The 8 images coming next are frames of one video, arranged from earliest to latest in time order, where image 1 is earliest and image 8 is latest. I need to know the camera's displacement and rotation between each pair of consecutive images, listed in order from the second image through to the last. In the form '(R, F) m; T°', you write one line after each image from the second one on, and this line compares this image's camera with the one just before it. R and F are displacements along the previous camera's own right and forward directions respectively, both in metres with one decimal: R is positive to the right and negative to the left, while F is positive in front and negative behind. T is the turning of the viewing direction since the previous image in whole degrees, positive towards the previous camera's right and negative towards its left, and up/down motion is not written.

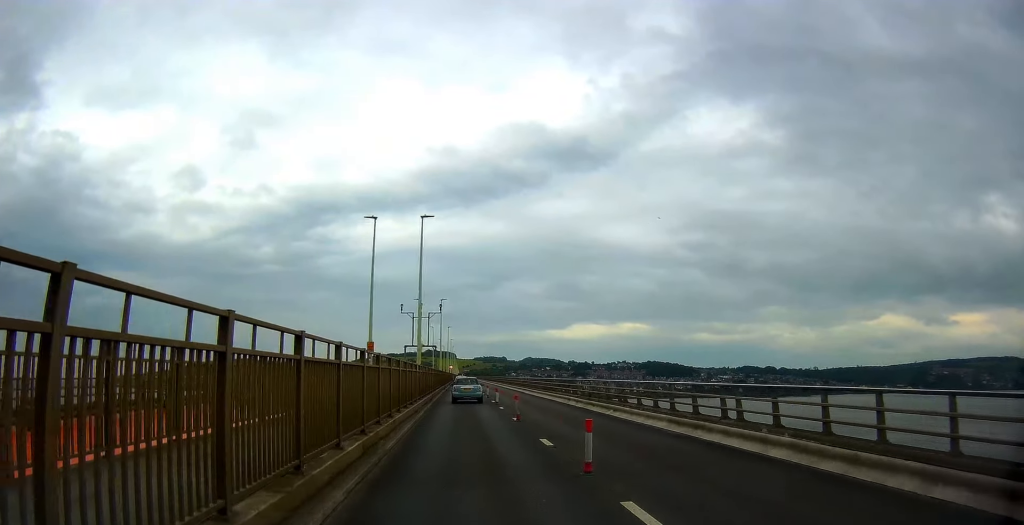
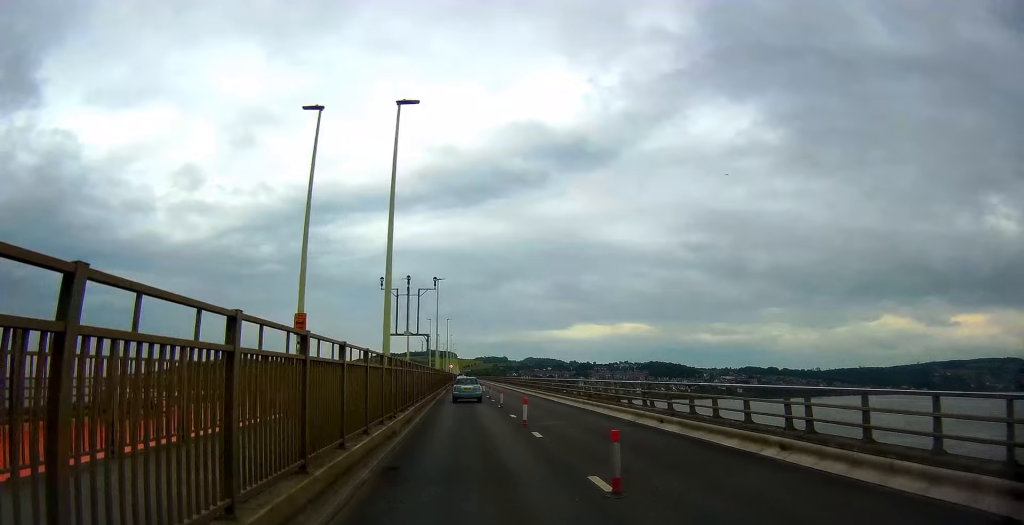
(+0.2, +12.1) m; 0°
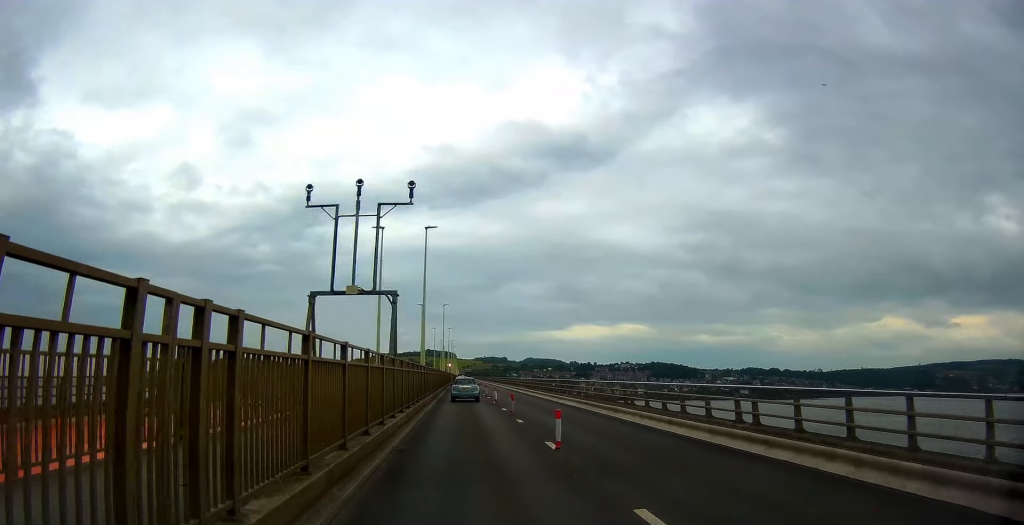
(-0.2, +15.4) m; 0°
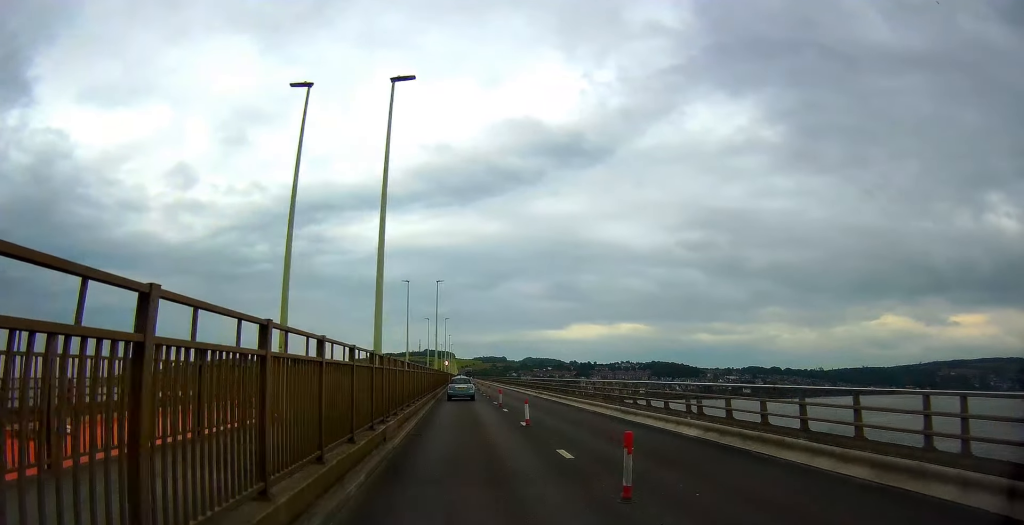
(0.0, +15.0) m; -1°
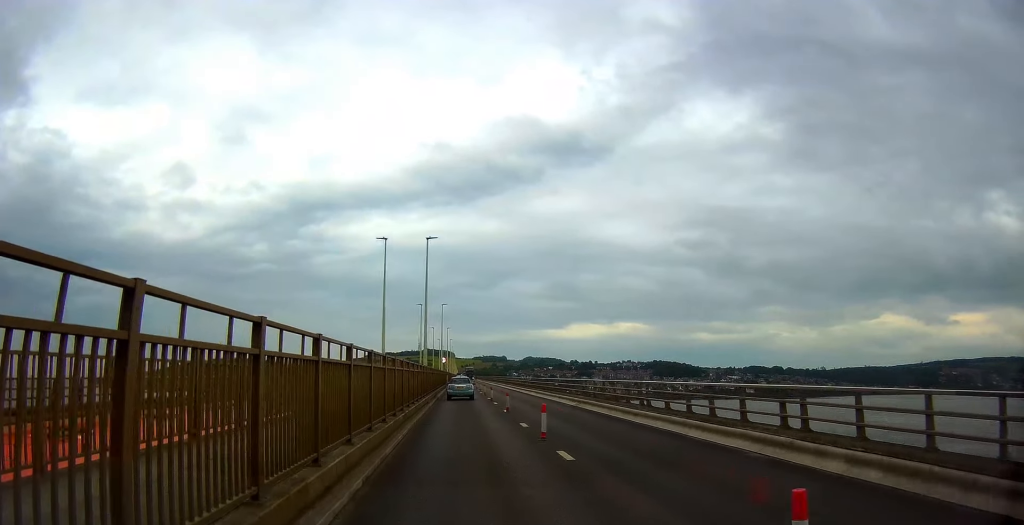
(-0.1, +13.4) m; 0°
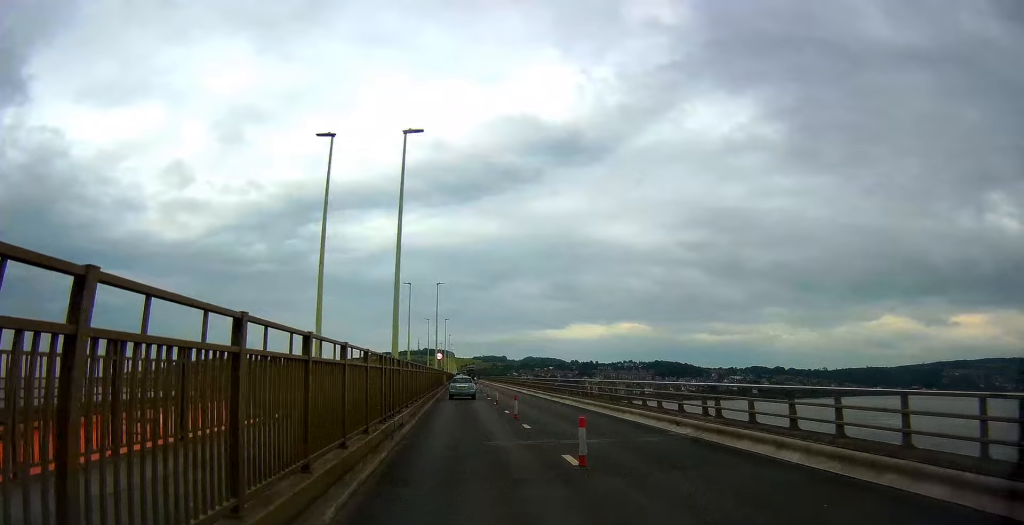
(+0.1, +13.4) m; -1°
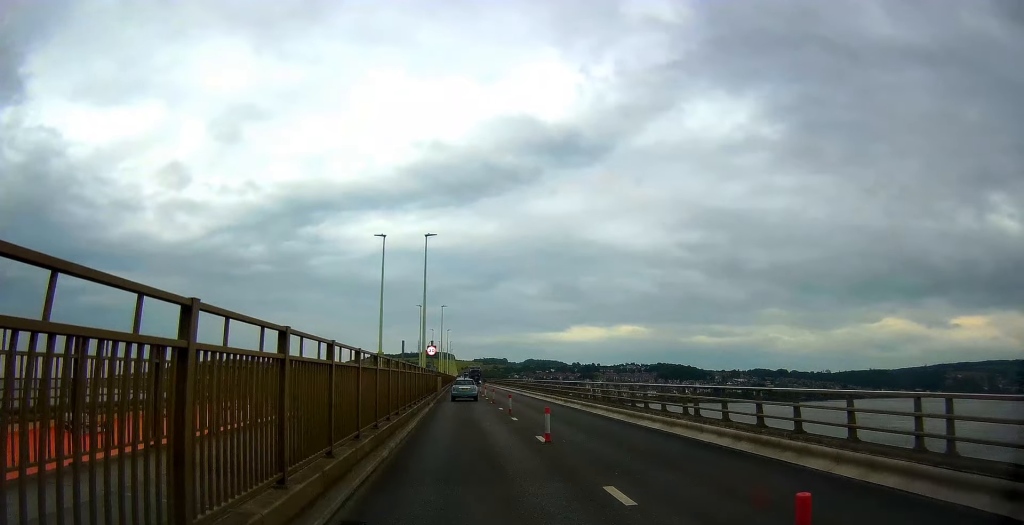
(-0.4, +14.6) m; -1°
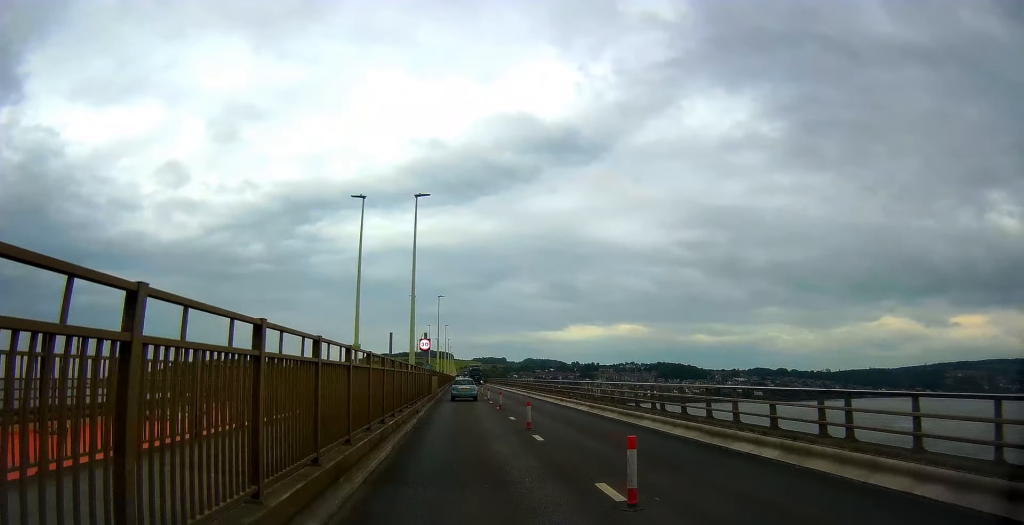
(+0.1, +5.4) m; +1°
